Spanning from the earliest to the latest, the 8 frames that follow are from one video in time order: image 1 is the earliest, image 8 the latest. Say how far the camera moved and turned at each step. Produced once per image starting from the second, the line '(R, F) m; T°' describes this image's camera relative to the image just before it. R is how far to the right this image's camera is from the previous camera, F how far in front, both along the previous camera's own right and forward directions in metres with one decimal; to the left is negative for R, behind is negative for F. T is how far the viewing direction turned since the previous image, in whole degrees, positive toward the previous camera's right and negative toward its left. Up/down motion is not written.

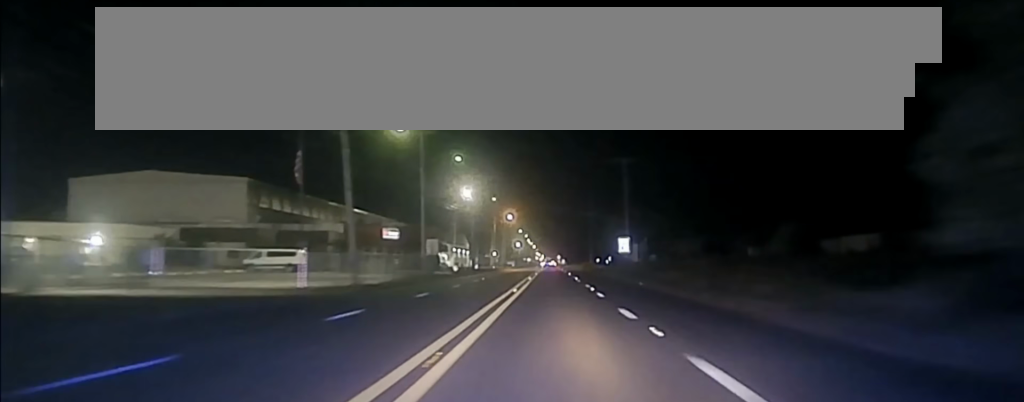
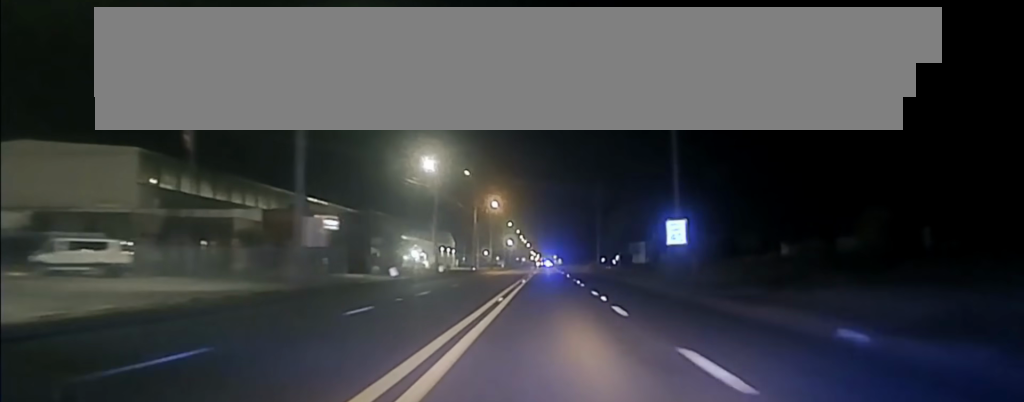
(+0.3, +31.7) m; 0°
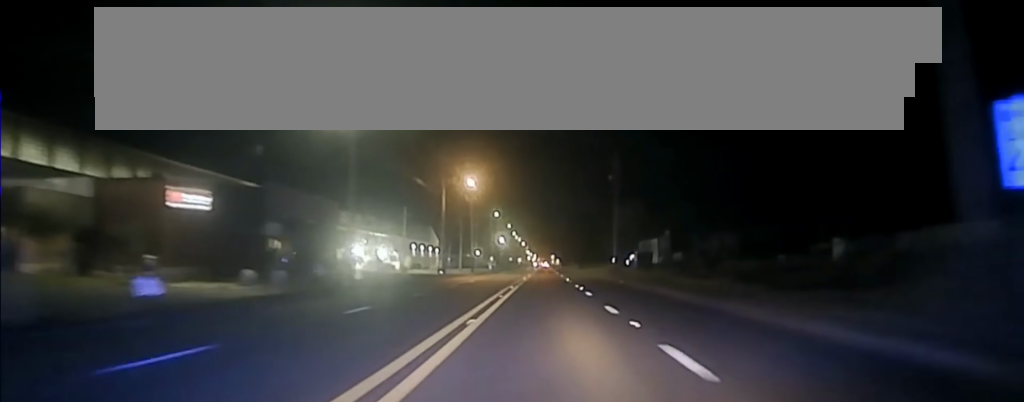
(+0.1, +36.4) m; 0°
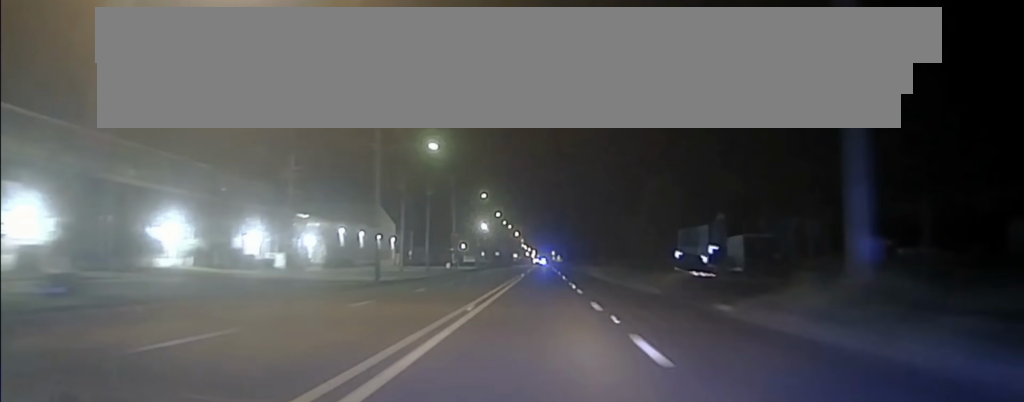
(0.0, +77.1) m; 0°
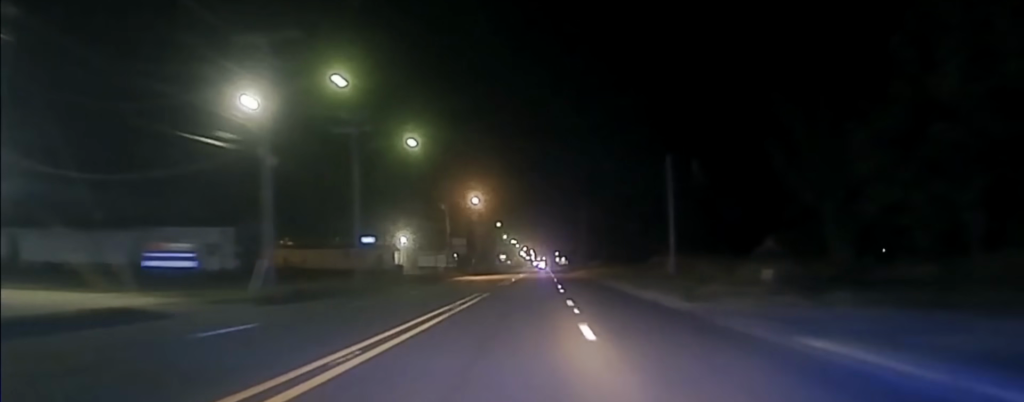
(0.0, +147.9) m; 0°
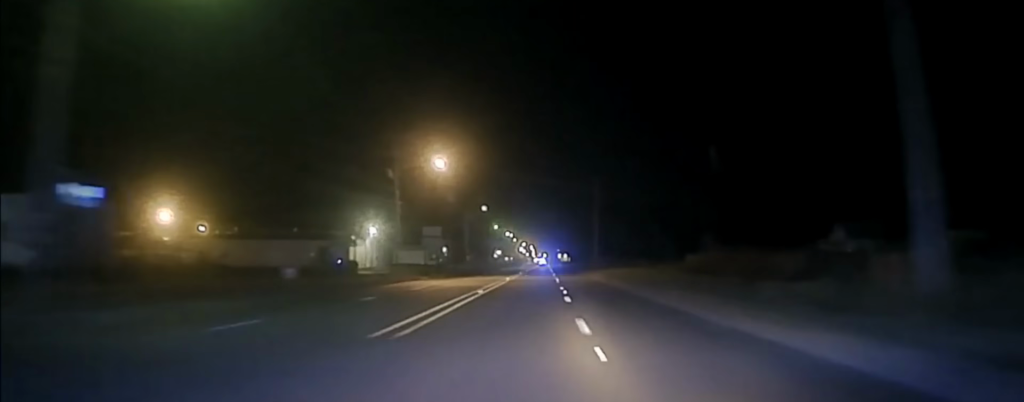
(-0.1, +34.1) m; 0°
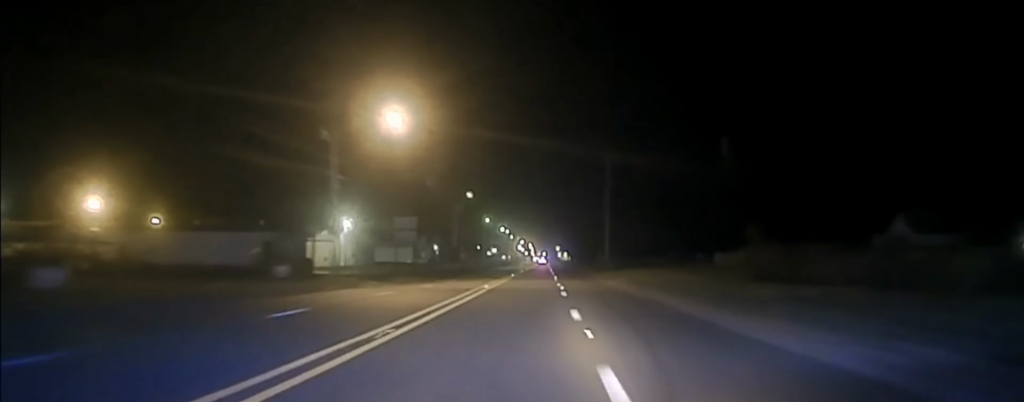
(-0.2, +19.2) m; 0°
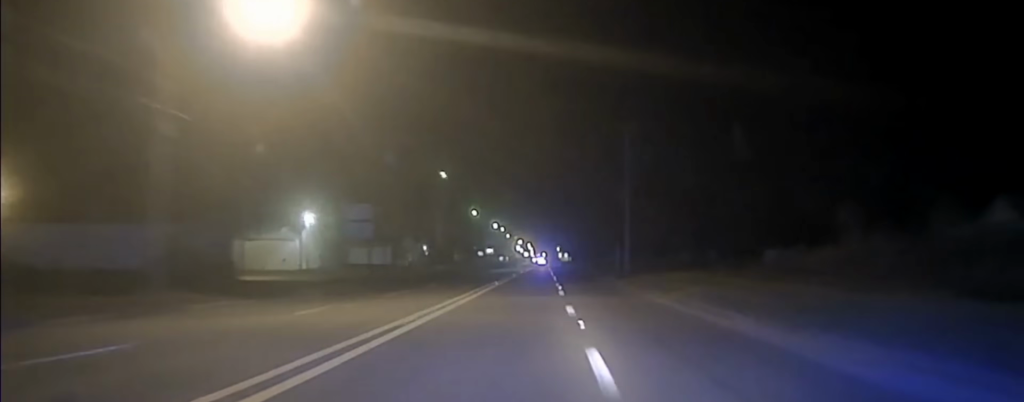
(0.0, +20.4) m; 0°
